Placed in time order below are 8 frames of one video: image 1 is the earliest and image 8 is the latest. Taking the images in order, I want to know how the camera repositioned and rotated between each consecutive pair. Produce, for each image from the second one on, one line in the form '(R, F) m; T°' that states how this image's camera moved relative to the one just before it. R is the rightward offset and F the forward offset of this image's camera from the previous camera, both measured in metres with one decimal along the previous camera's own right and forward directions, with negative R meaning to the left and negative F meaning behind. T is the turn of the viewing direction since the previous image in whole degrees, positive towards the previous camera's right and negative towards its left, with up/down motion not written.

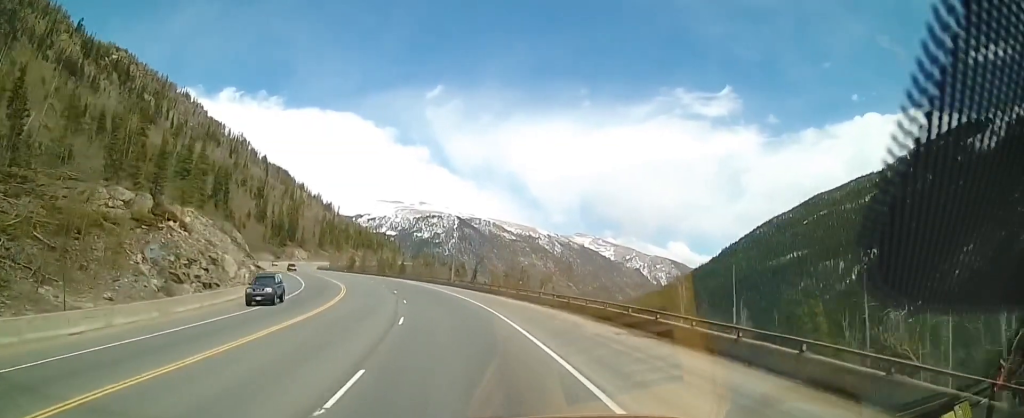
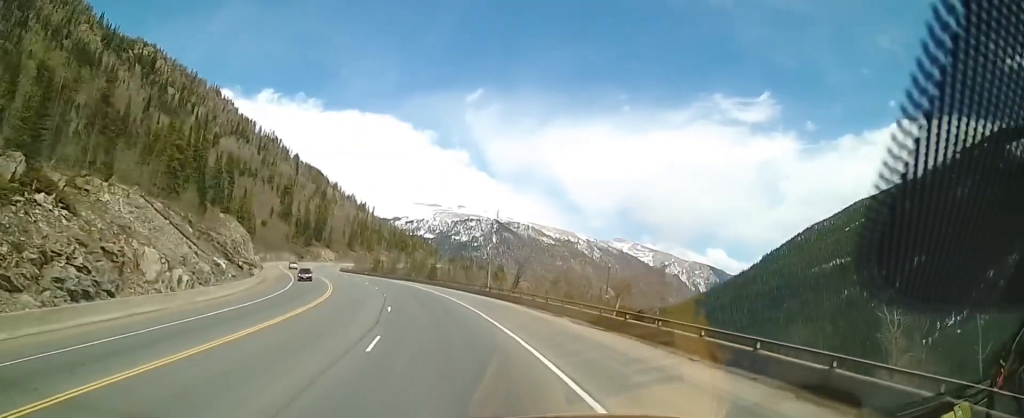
(-1.4, +19.8) m; -8°
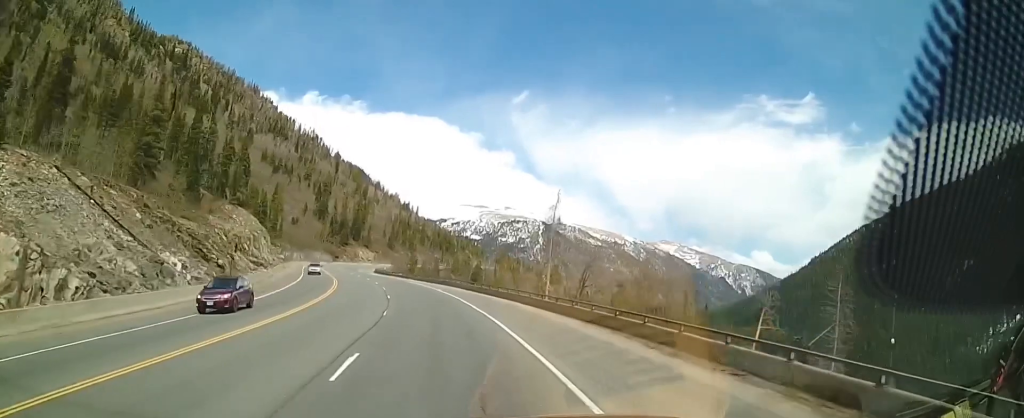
(-0.7, +16.9) m; -4°
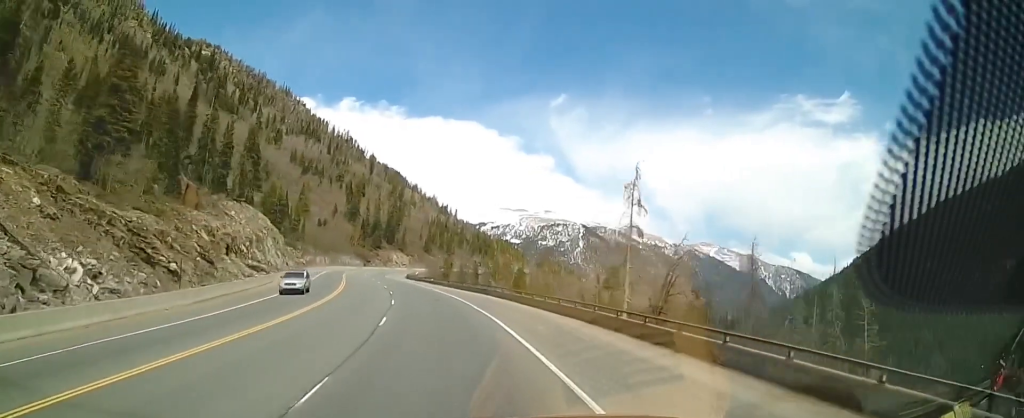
(-0.6, +14.9) m; -6°
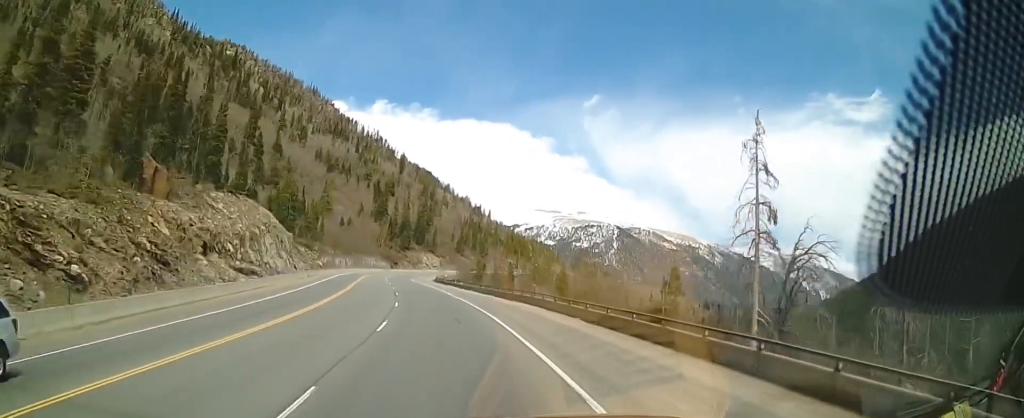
(-0.7, +13.7) m; -4°
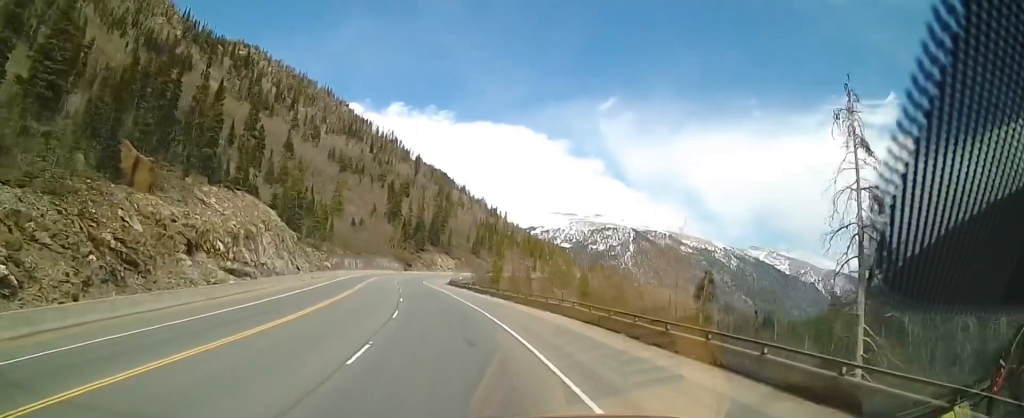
(0.0, +6.1) m; -1°
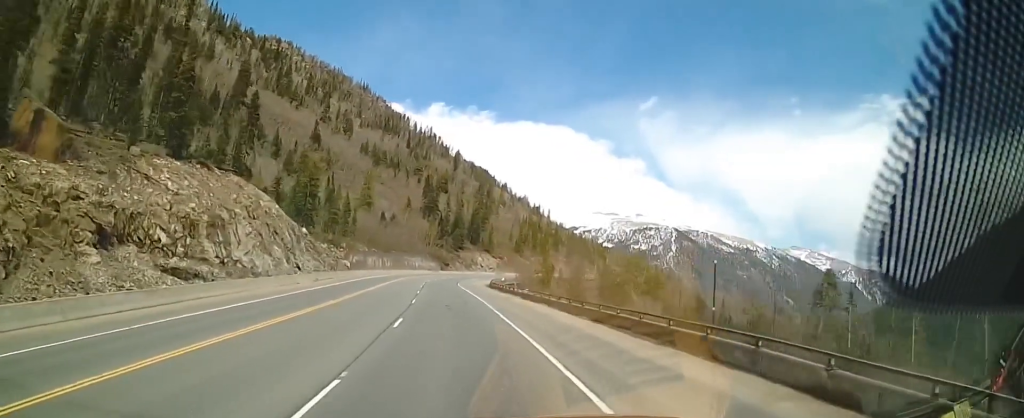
(-0.5, +17.4) m; -3°
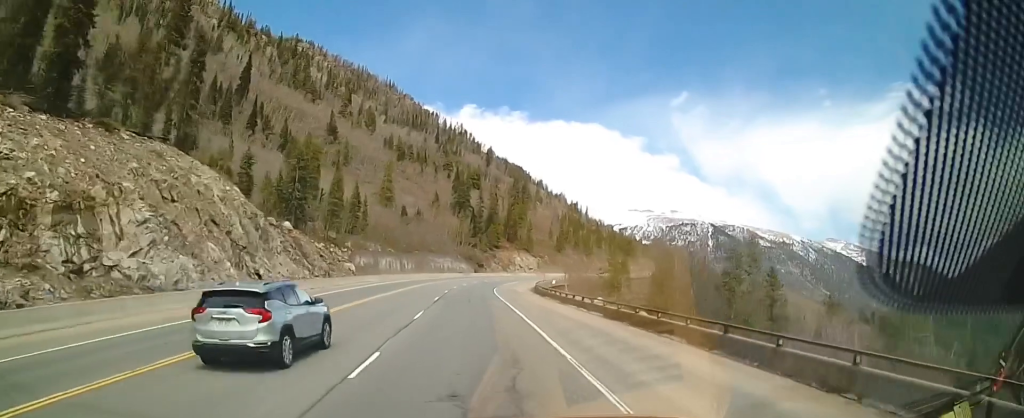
(-1.2, +21.4) m; -5°
